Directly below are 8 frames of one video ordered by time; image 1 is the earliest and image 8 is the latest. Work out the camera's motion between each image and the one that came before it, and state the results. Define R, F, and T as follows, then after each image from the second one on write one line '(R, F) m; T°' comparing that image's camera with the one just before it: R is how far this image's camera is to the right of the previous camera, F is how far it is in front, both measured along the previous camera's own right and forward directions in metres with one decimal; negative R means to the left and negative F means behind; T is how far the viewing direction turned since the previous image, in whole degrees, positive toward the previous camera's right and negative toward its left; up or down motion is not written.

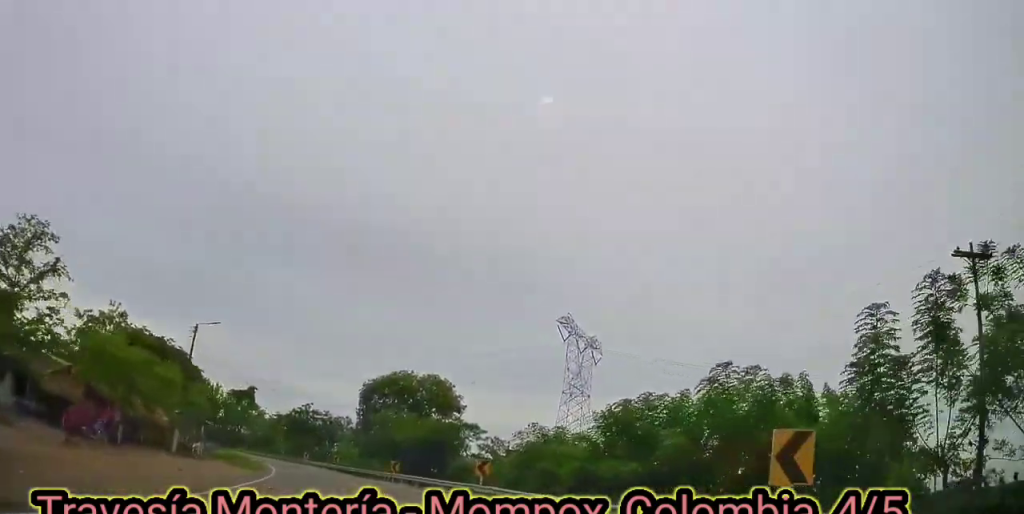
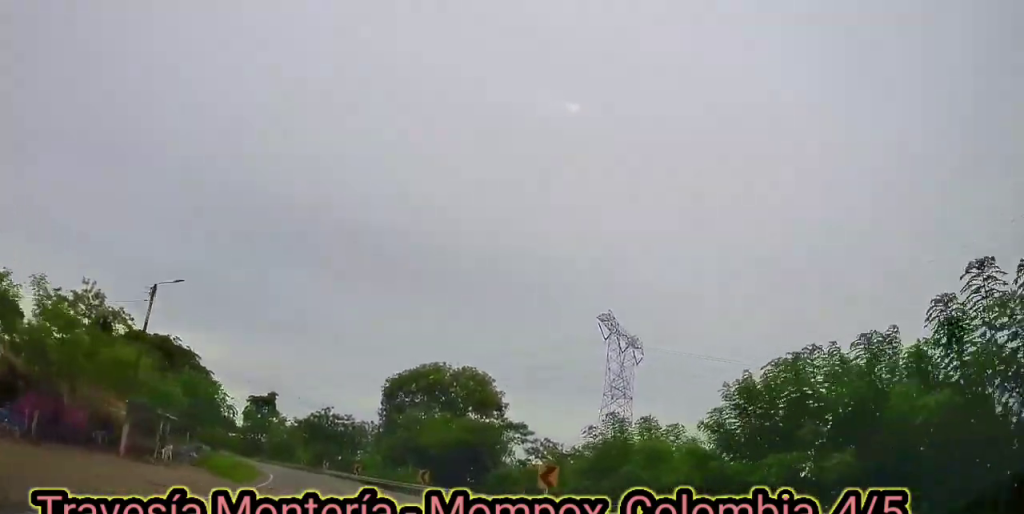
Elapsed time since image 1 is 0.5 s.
(-0.2, +8.4) m; -3°
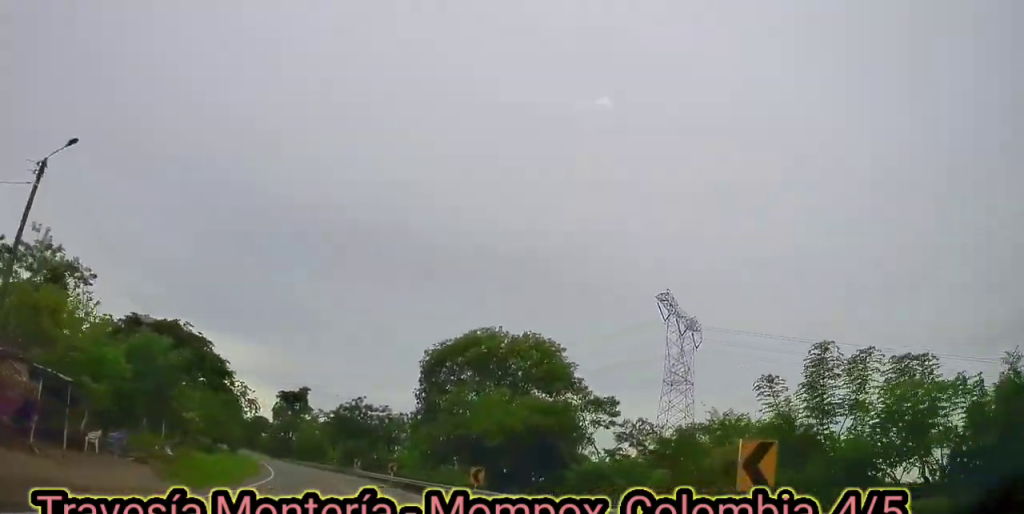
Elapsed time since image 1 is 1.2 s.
(-0.1, +10.8) m; -4°
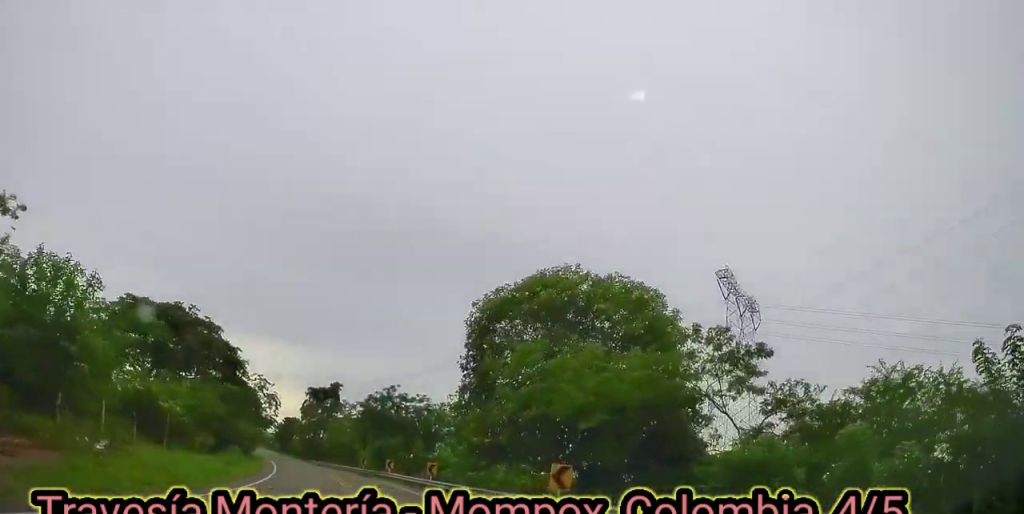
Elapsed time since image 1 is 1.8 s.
(-0.7, +10.0) m; -3°
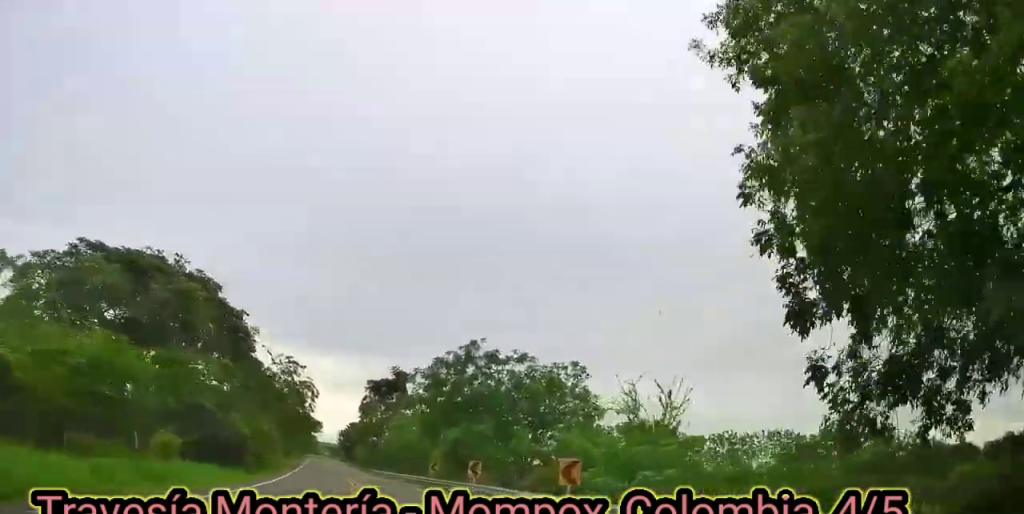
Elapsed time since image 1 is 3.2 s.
(-0.5, +20.1) m; -6°
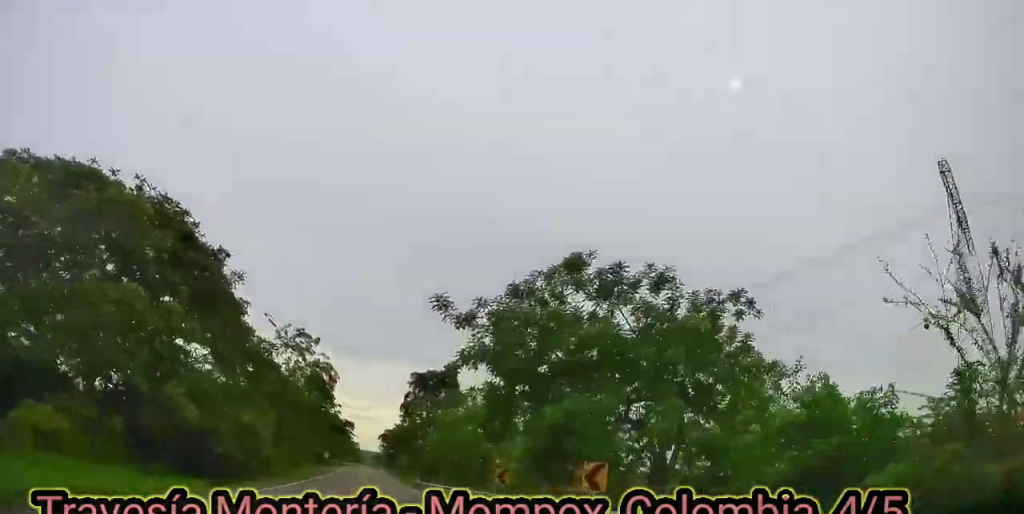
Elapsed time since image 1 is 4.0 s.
(-1.0, +13.1) m; -7°
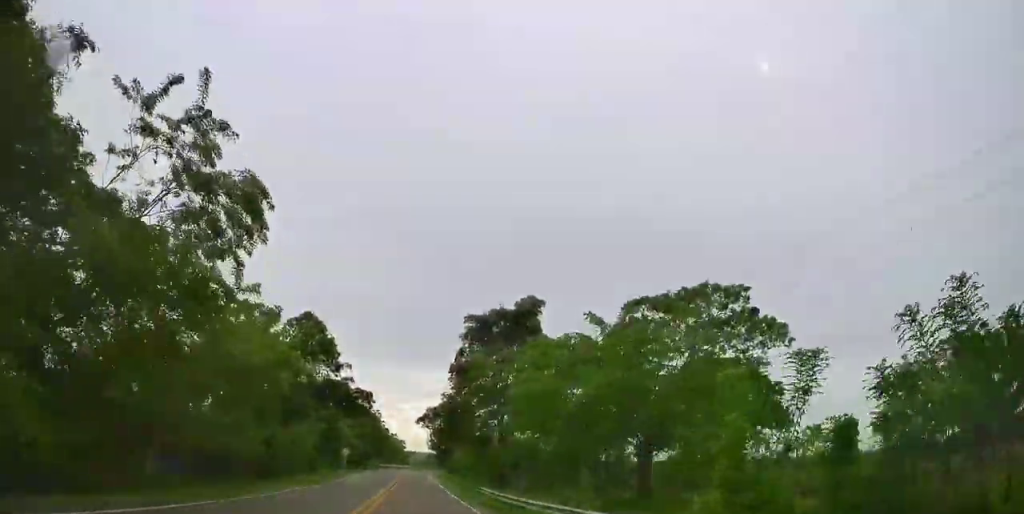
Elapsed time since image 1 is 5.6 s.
(-3.0, +24.3) m; -12°
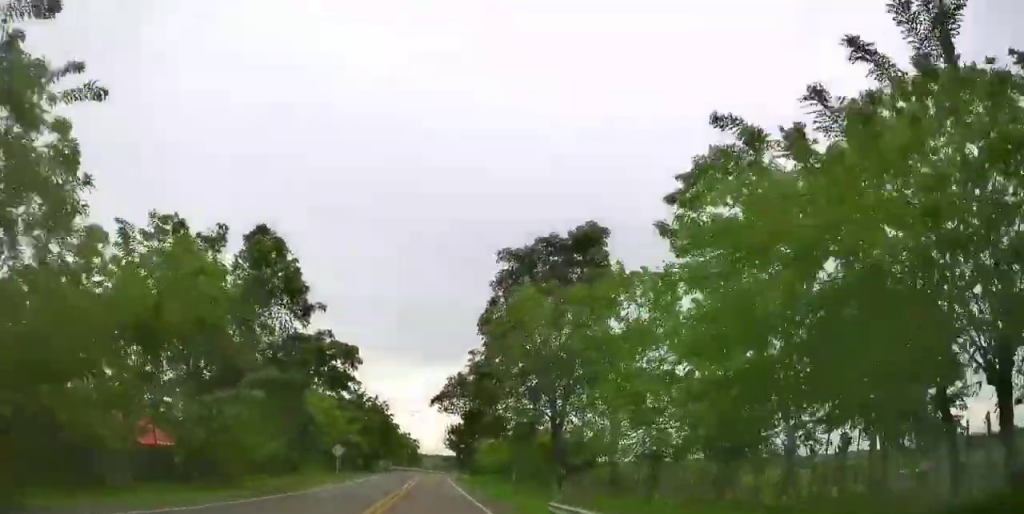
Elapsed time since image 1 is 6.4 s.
(-0.6, +13.3) m; -2°
